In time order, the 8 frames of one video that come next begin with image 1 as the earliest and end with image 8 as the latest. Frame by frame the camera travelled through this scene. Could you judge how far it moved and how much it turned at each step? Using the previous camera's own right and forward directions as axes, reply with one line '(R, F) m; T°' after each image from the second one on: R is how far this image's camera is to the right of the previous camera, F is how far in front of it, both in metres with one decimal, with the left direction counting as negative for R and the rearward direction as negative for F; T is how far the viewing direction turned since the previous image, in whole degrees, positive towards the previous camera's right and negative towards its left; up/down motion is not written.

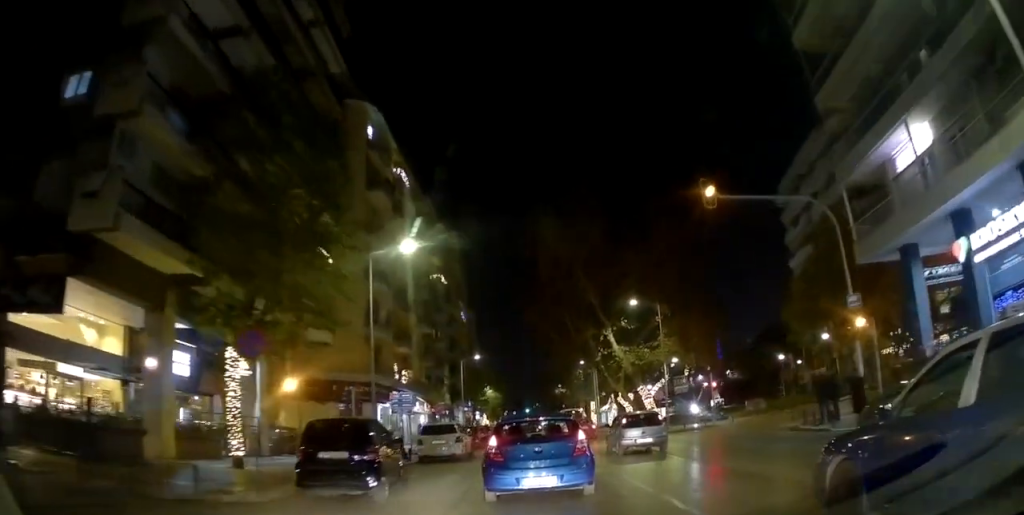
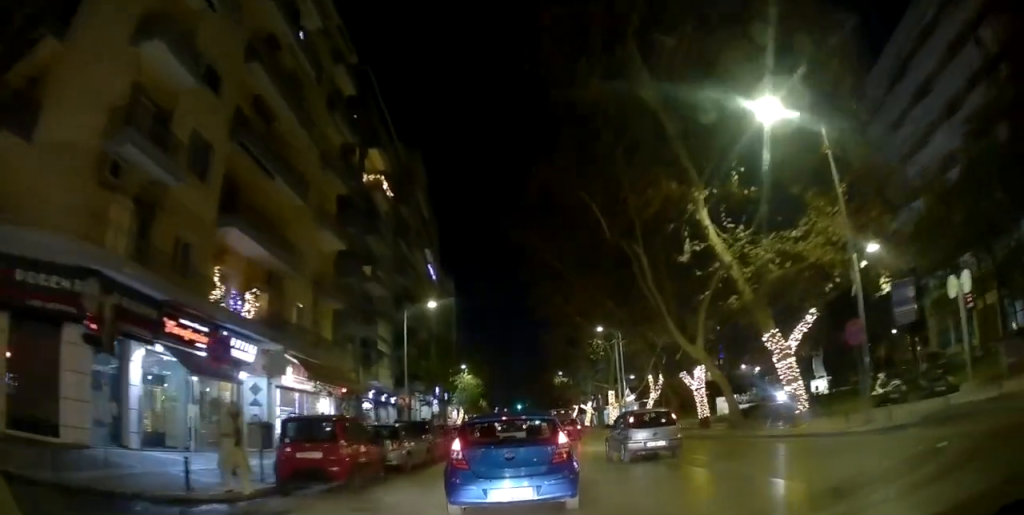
(+4.2, +27.4) m; +8°
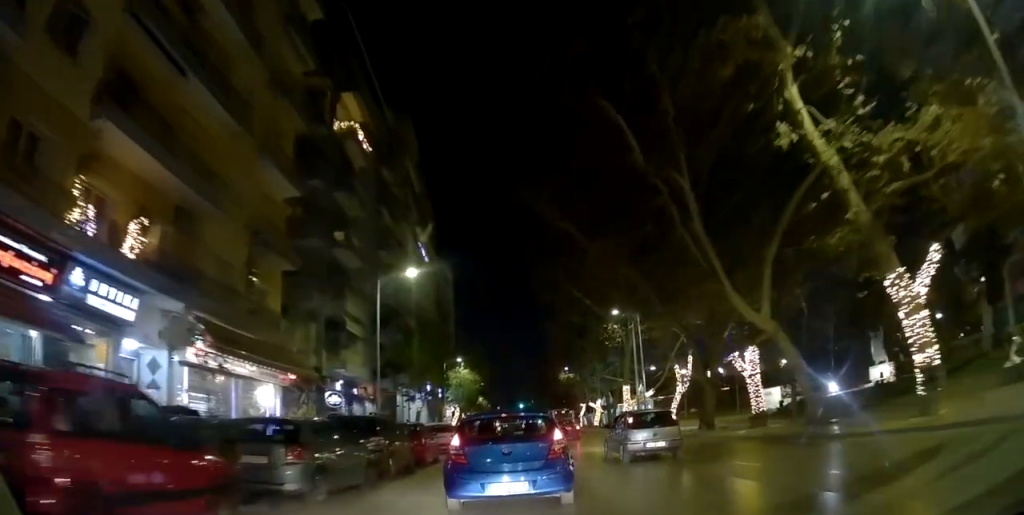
(-0.5, +8.3) m; -3°
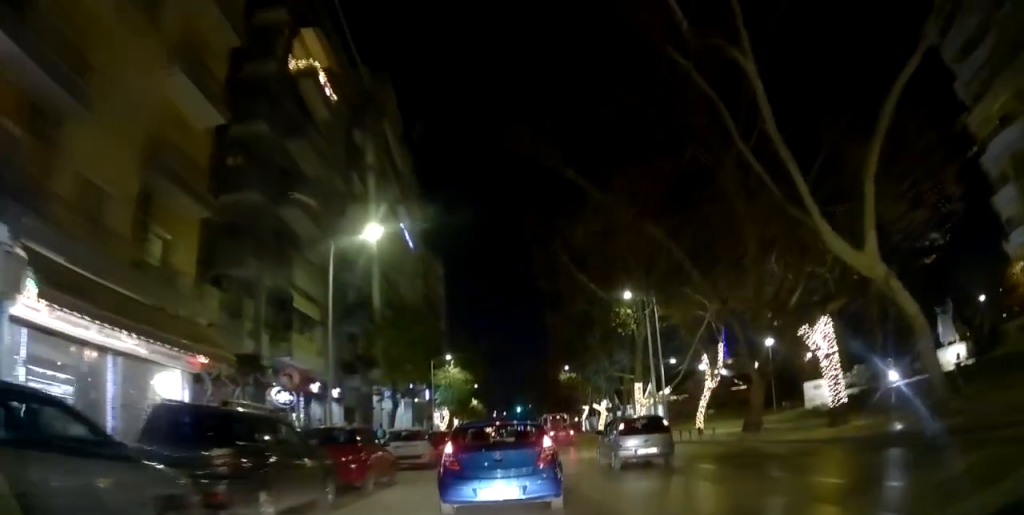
(0.0, +7.7) m; -1°
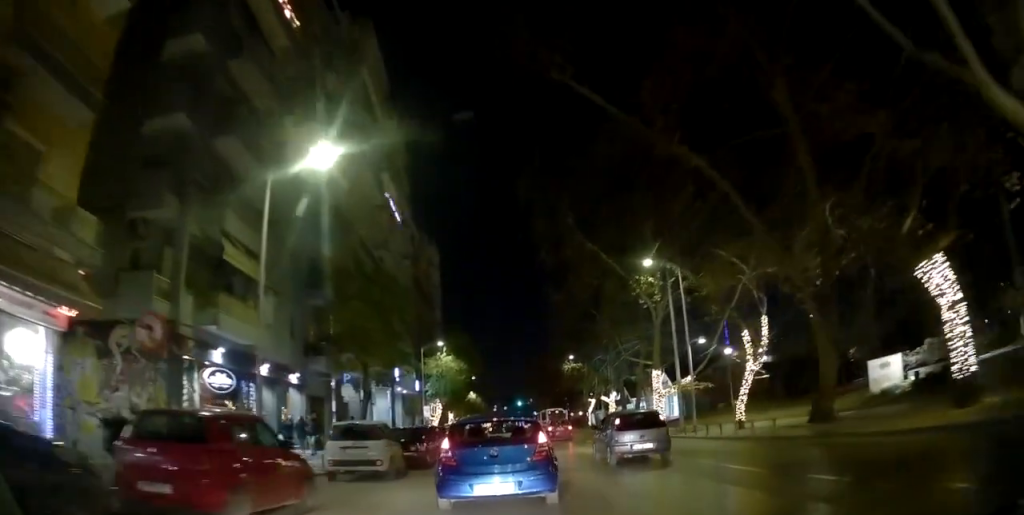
(0.0, +6.7) m; -1°
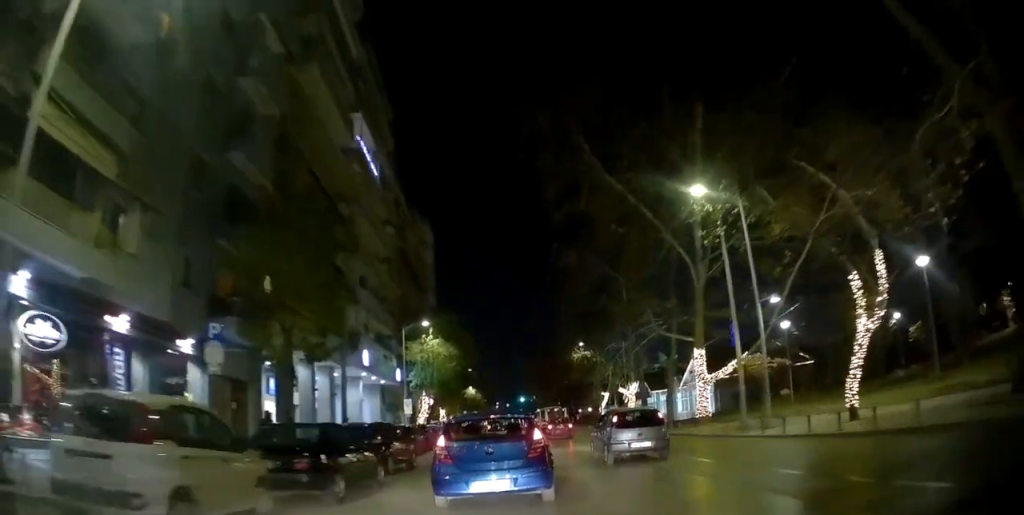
(-0.1, +9.8) m; -3°
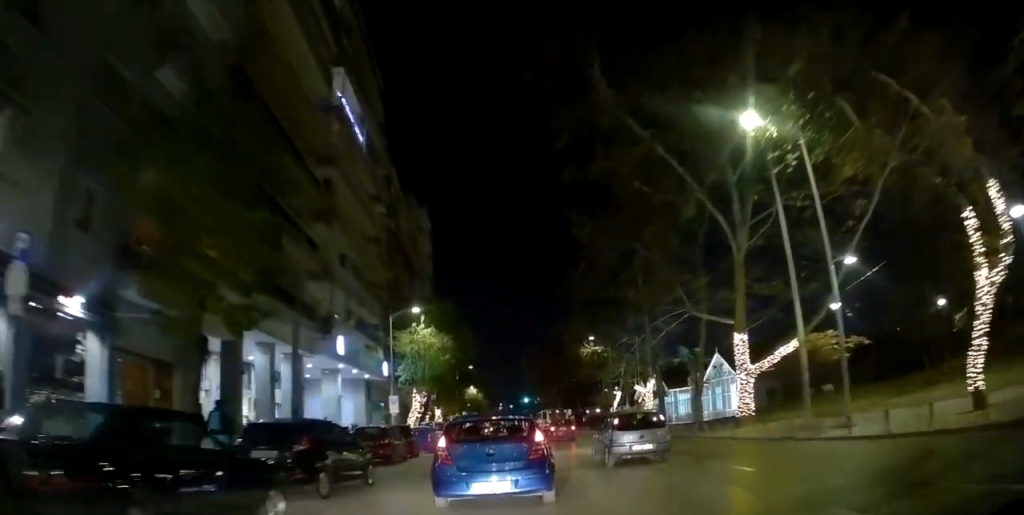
(-0.3, +5.7) m; -2°
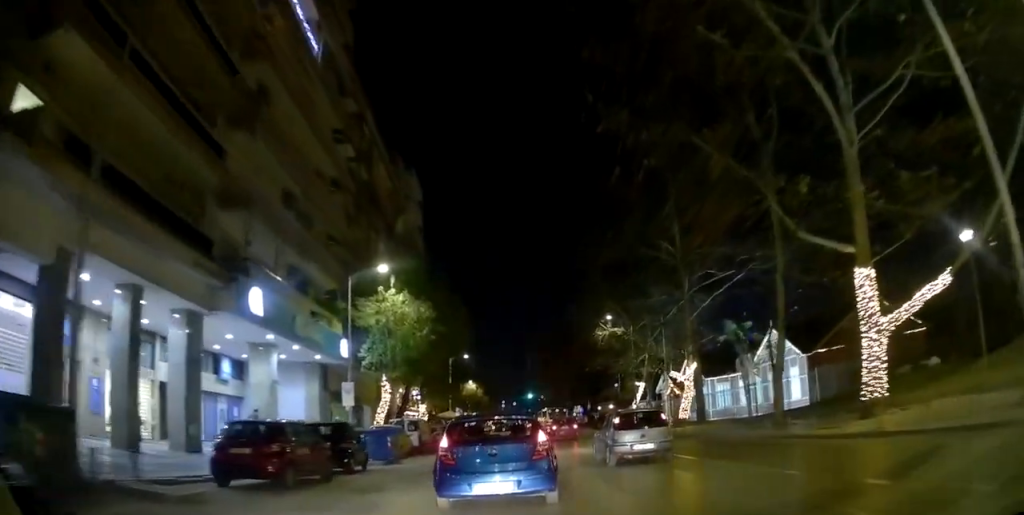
(-0.3, +9.8) m; -2°
